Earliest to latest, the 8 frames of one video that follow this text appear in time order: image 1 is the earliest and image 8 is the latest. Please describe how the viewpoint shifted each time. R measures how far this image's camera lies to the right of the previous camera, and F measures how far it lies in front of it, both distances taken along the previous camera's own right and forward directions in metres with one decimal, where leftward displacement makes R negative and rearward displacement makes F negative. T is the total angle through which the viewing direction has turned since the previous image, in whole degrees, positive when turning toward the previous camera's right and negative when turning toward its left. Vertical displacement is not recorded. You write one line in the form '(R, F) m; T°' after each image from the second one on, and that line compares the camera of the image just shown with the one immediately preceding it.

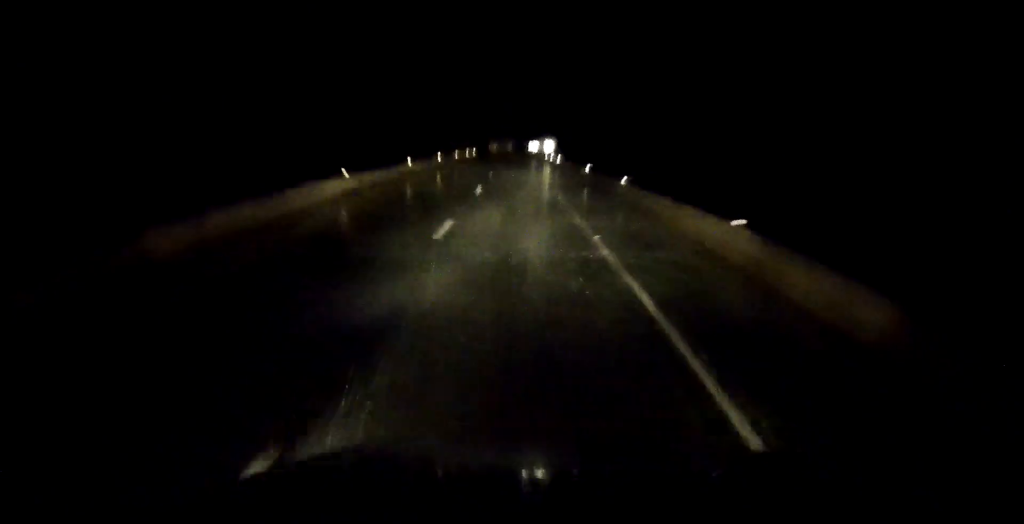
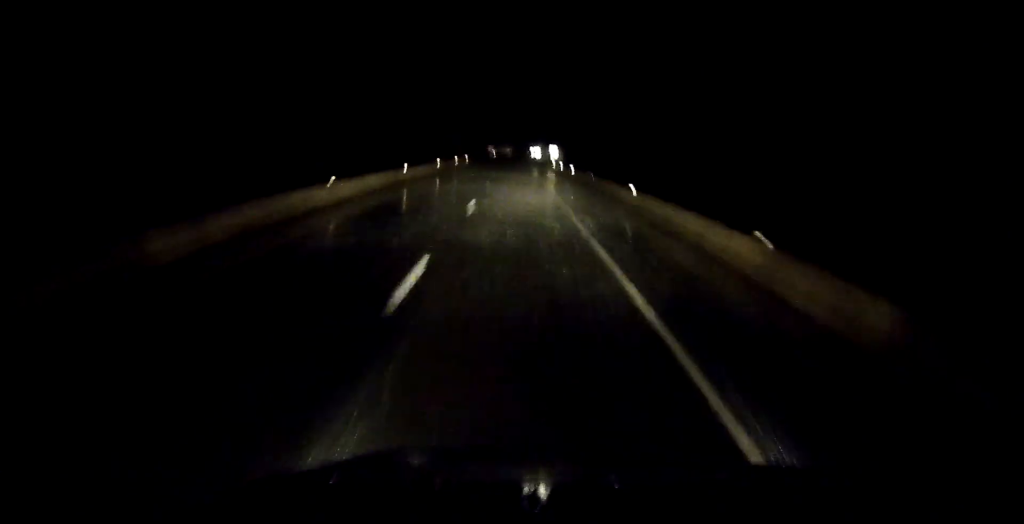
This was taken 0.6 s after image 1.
(0.0, +16.9) m; 0°
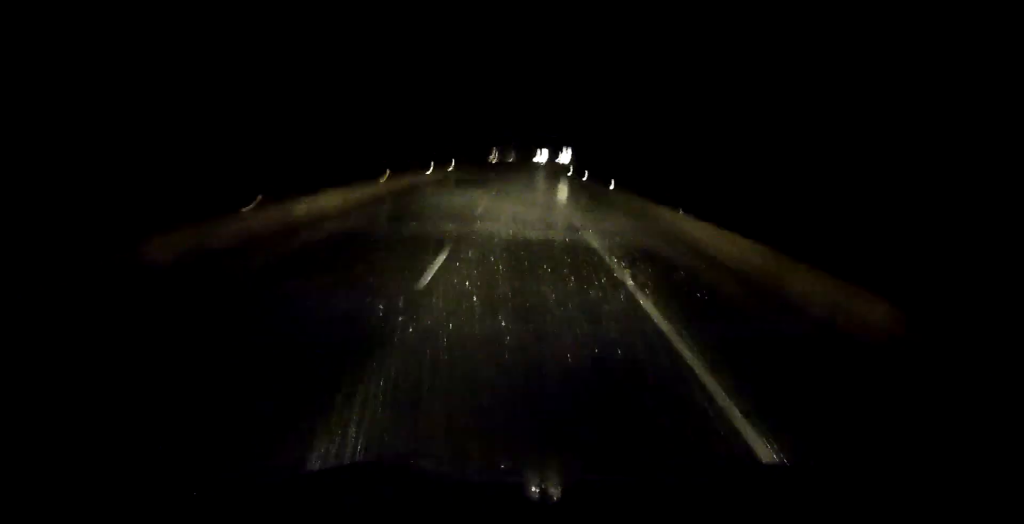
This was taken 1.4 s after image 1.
(0.0, +22.4) m; 0°
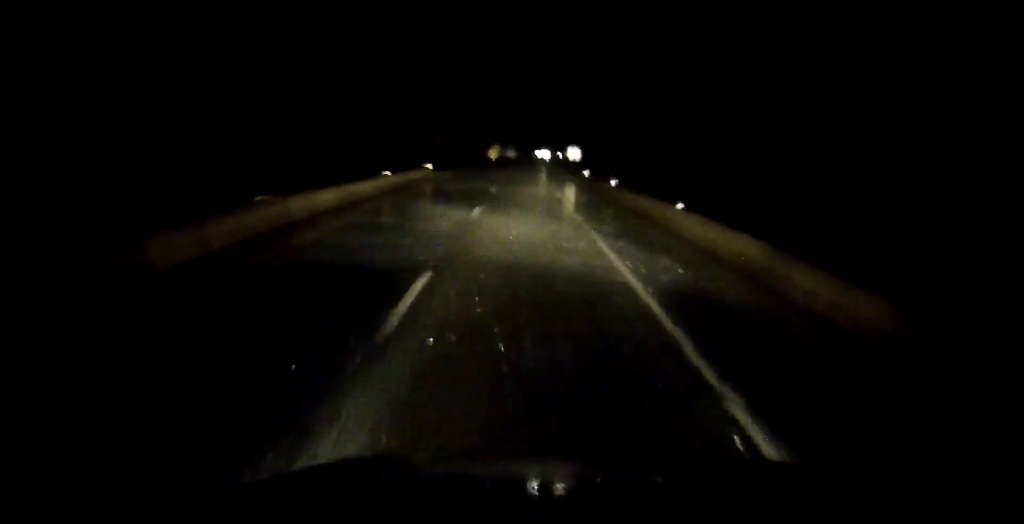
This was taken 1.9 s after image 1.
(0.0, +14.8) m; 0°
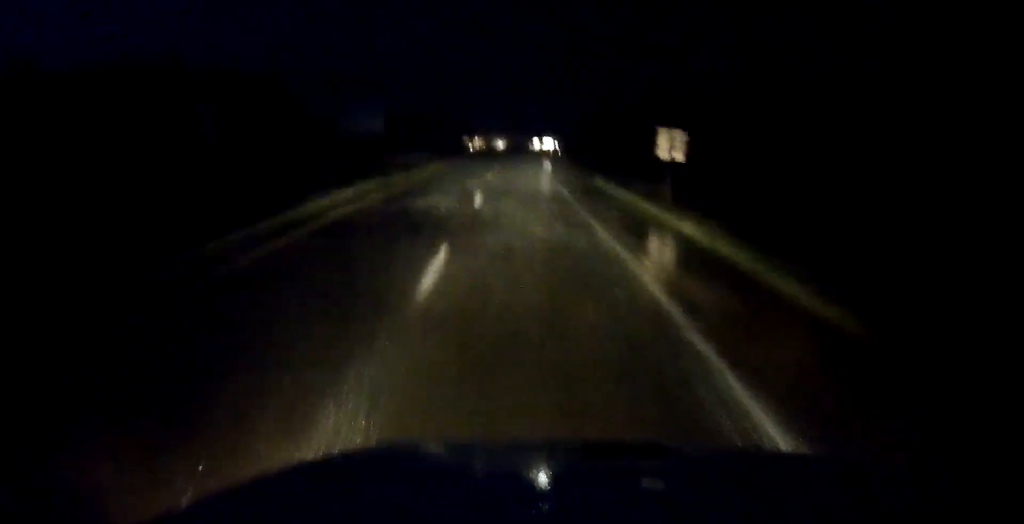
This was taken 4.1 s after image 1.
(+0.4, +58.8) m; +1°
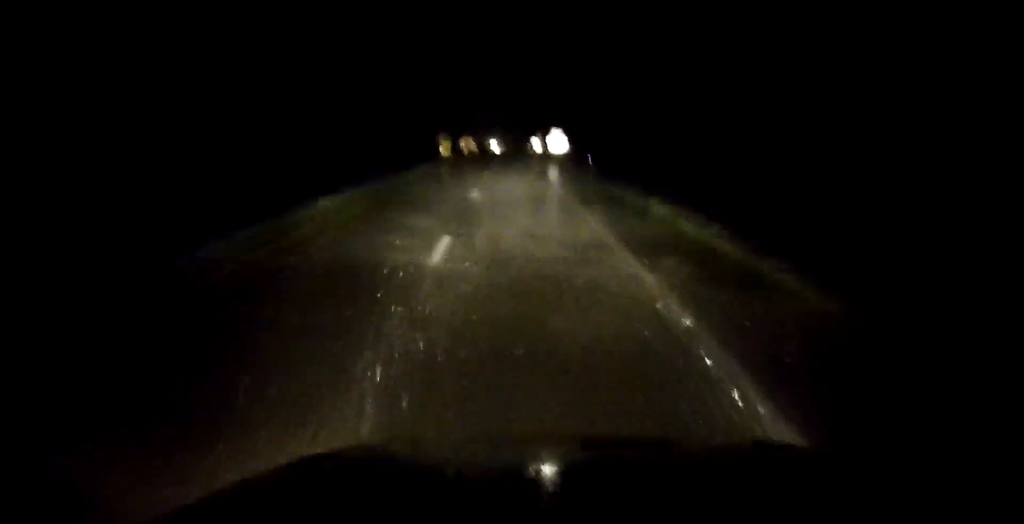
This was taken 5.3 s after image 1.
(-0.2, +34.5) m; 0°
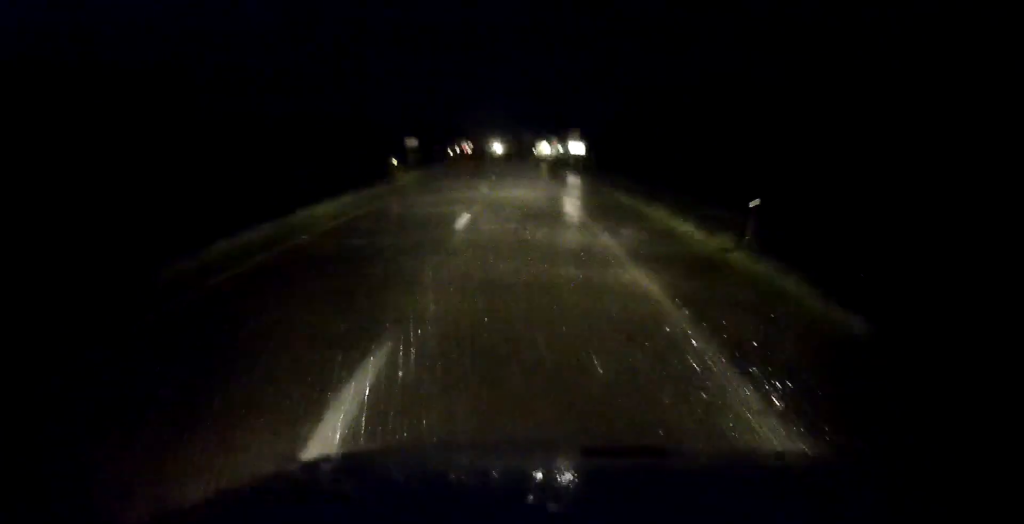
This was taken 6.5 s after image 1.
(0.0, +31.6) m; 0°
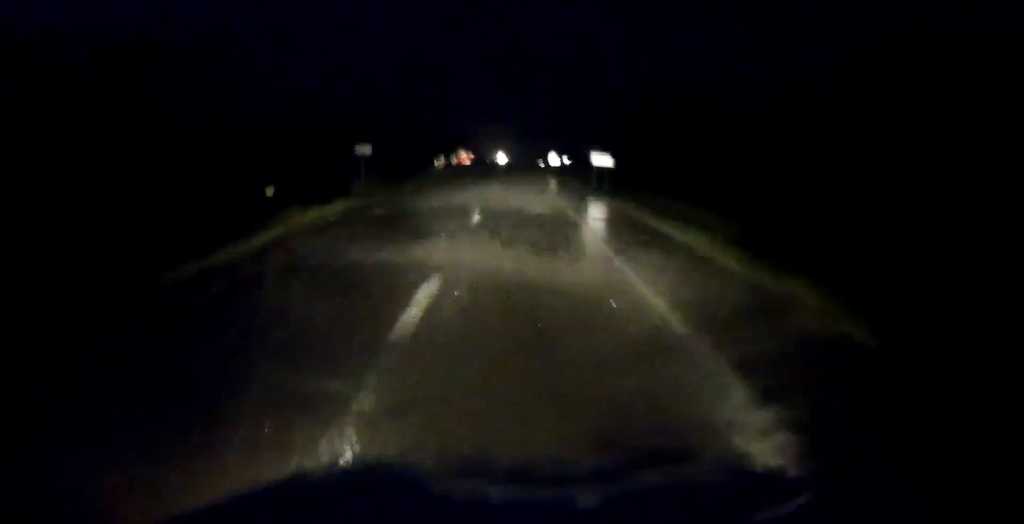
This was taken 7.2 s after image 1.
(0.0, +19.6) m; 0°
